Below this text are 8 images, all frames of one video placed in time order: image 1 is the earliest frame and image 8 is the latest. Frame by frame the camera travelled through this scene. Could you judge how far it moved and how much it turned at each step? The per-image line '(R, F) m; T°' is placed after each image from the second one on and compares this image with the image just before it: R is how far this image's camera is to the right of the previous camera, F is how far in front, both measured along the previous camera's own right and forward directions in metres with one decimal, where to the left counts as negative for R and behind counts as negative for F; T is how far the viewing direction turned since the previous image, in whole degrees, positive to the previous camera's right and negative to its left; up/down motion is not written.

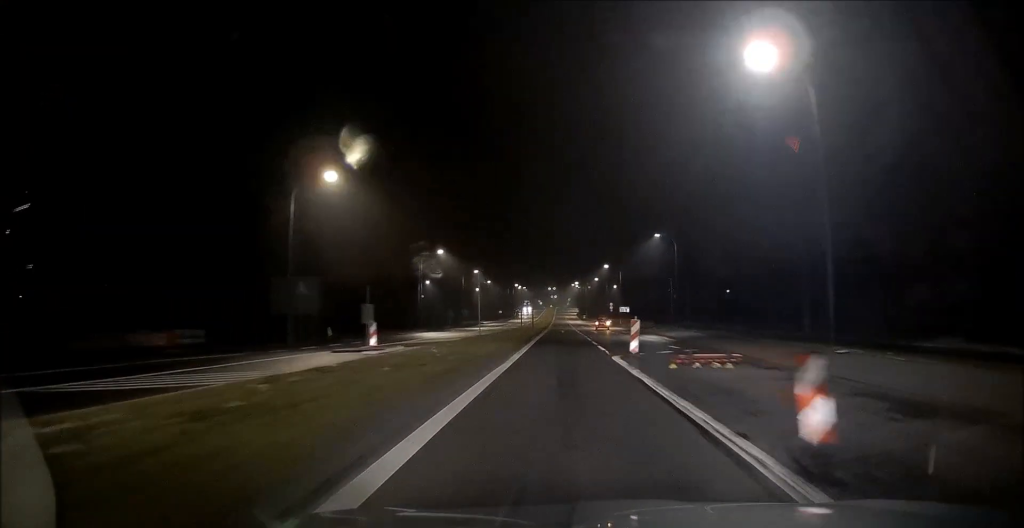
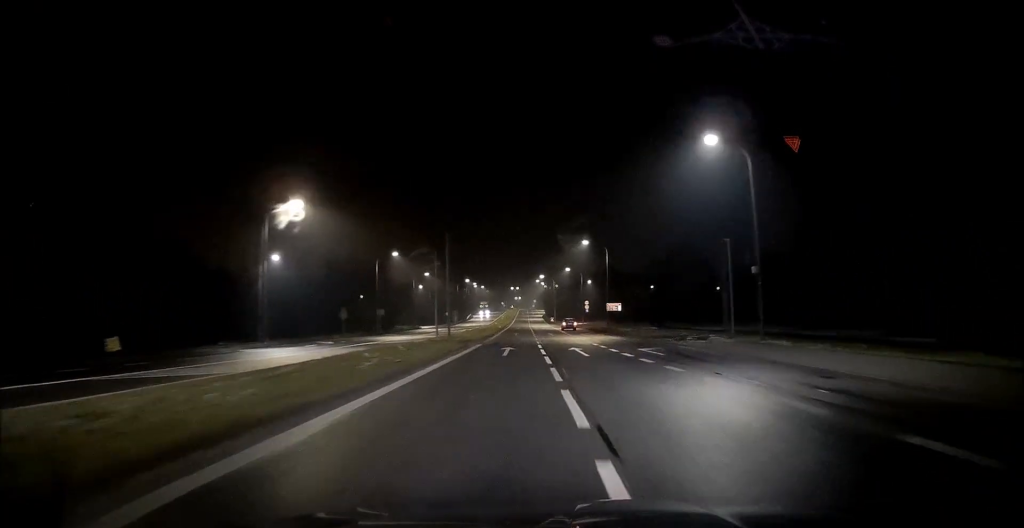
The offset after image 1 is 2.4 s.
(-2.4, +34.4) m; -5°
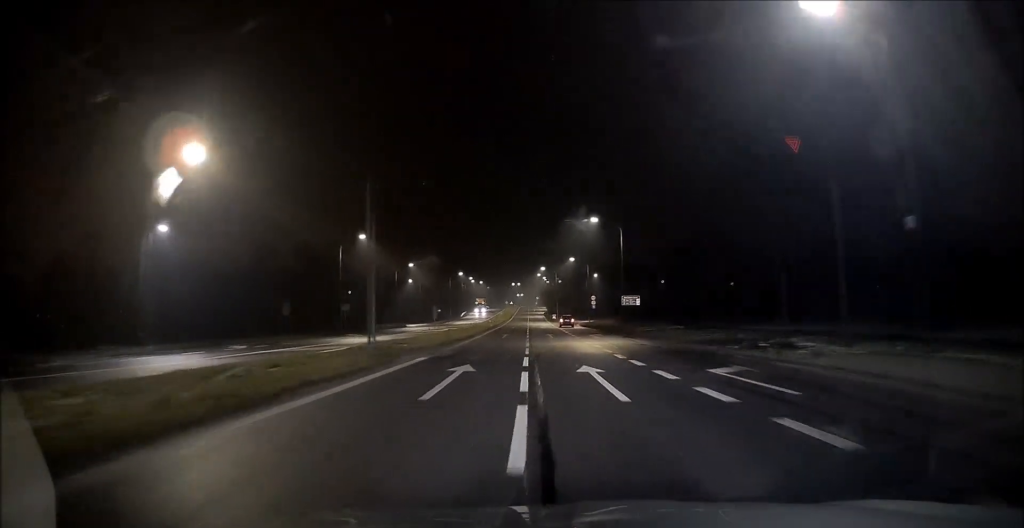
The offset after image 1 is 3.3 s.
(+0.4, +13.3) m; +3°
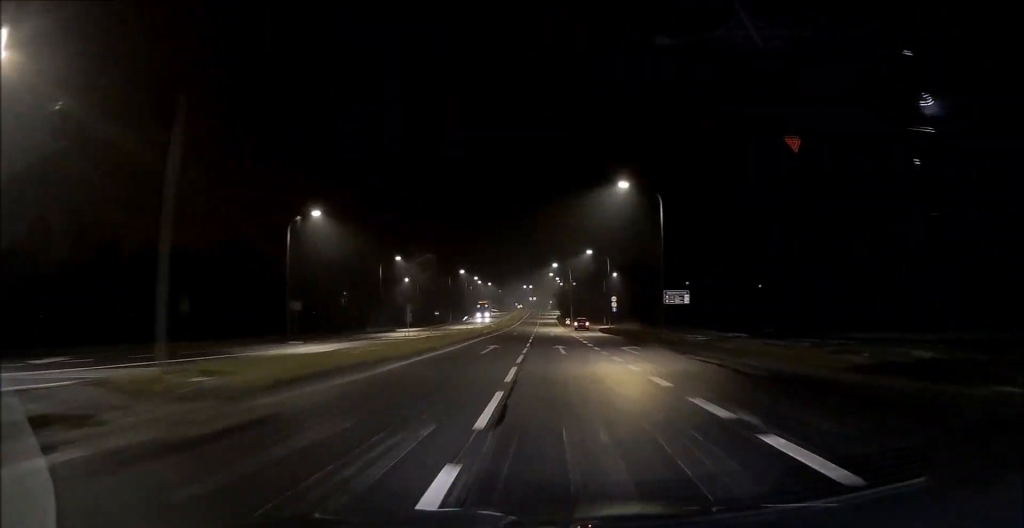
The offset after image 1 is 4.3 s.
(+0.4, +15.5) m; 0°
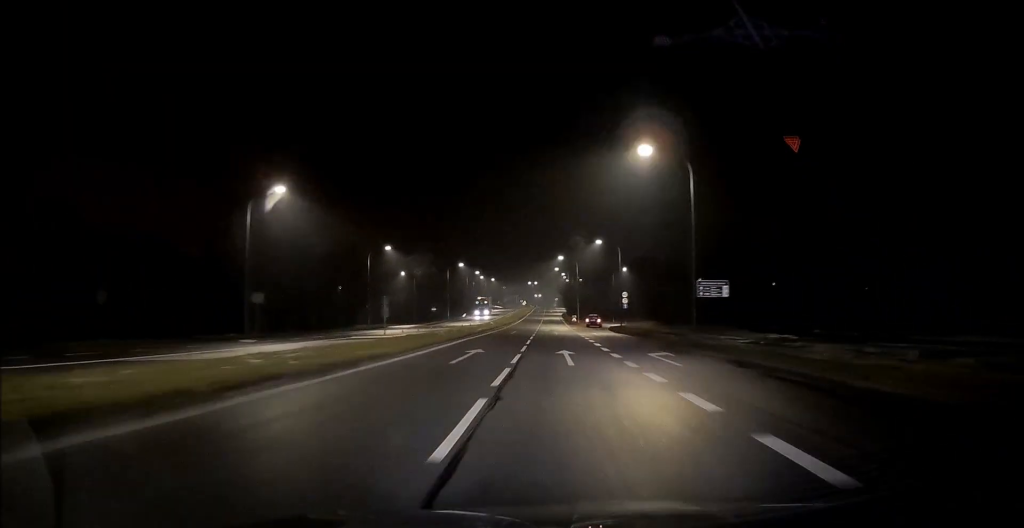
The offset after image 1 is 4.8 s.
(-0.1, +7.6) m; 0°
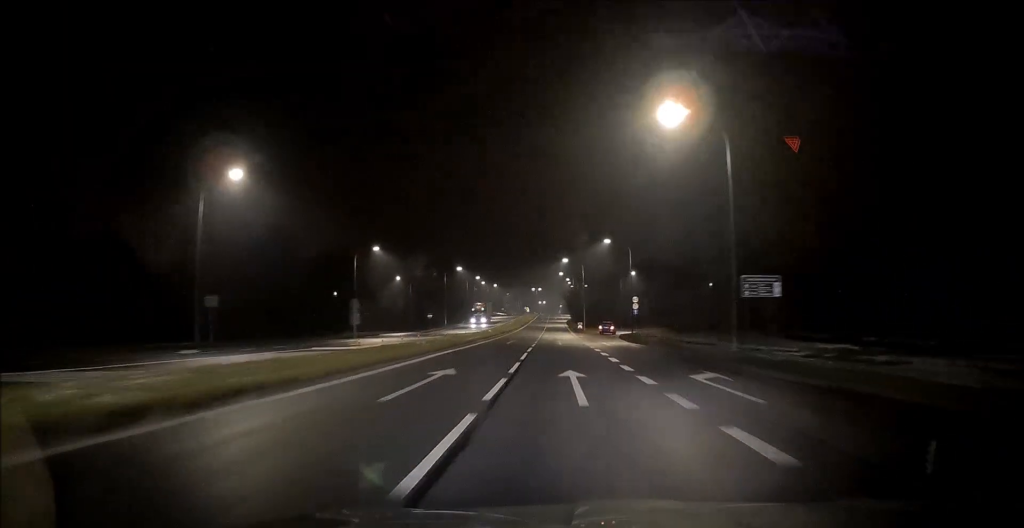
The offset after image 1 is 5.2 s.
(-0.1, +6.6) m; 0°
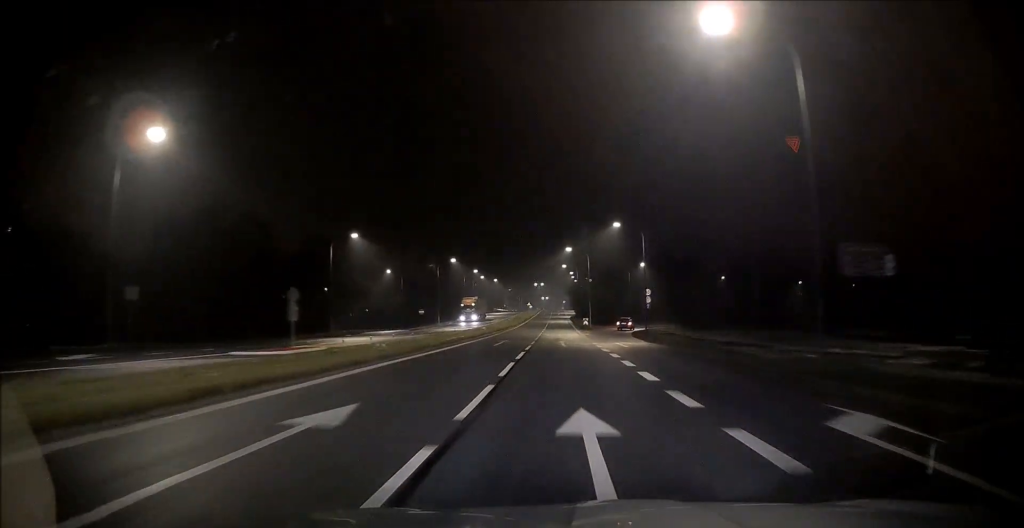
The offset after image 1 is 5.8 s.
(+0.1, +8.2) m; 0°
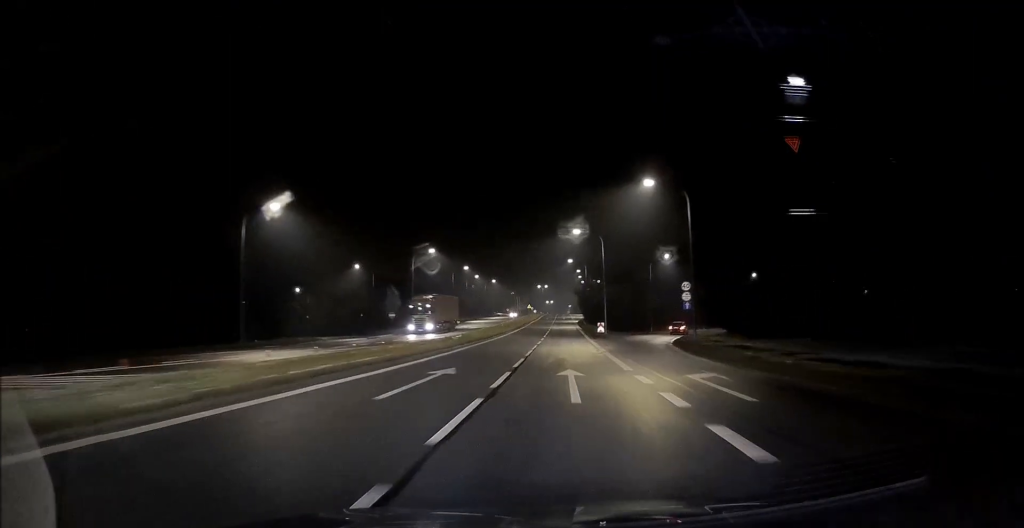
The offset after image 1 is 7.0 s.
(-0.2, +18.7) m; -1°
